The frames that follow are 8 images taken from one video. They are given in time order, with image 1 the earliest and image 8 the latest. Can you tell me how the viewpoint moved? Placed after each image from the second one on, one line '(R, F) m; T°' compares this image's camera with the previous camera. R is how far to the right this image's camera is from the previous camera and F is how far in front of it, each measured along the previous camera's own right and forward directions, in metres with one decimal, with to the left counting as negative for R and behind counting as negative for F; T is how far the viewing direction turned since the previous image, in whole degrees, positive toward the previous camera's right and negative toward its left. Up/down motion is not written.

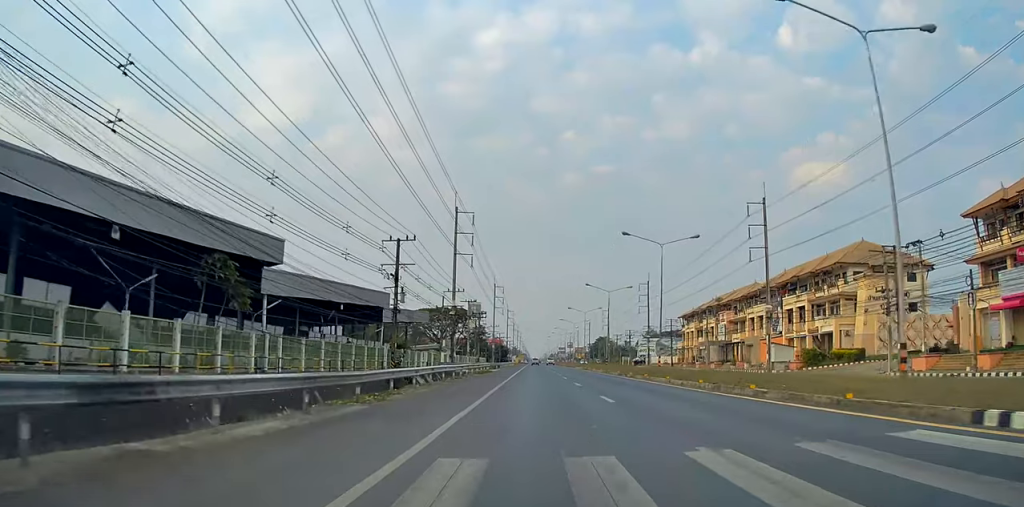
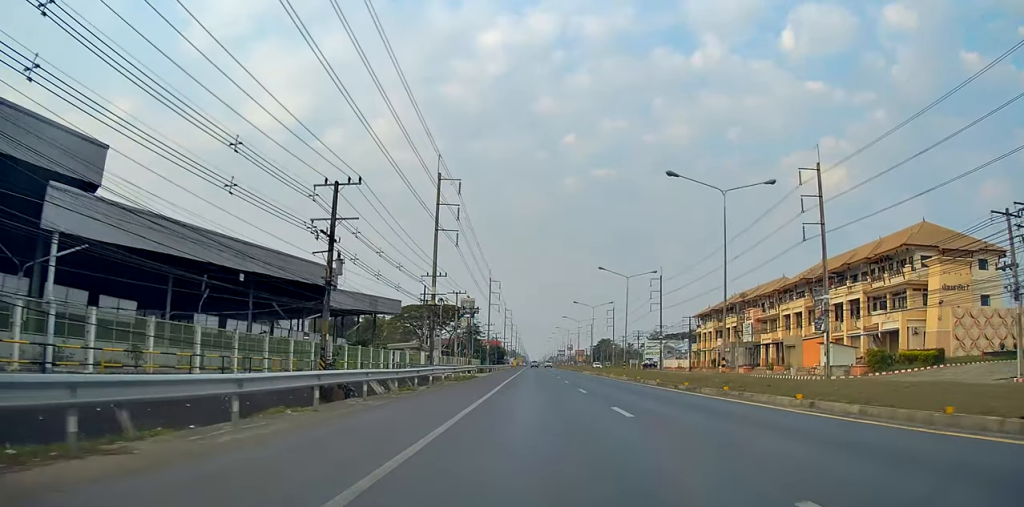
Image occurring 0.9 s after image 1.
(-0.1, +15.8) m; 0°
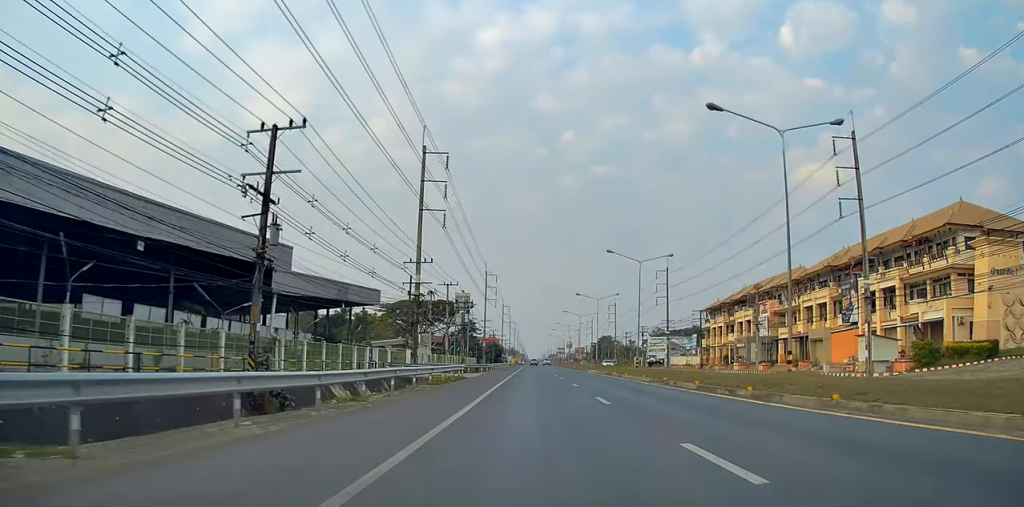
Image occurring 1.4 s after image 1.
(0.0, +8.2) m; 0°
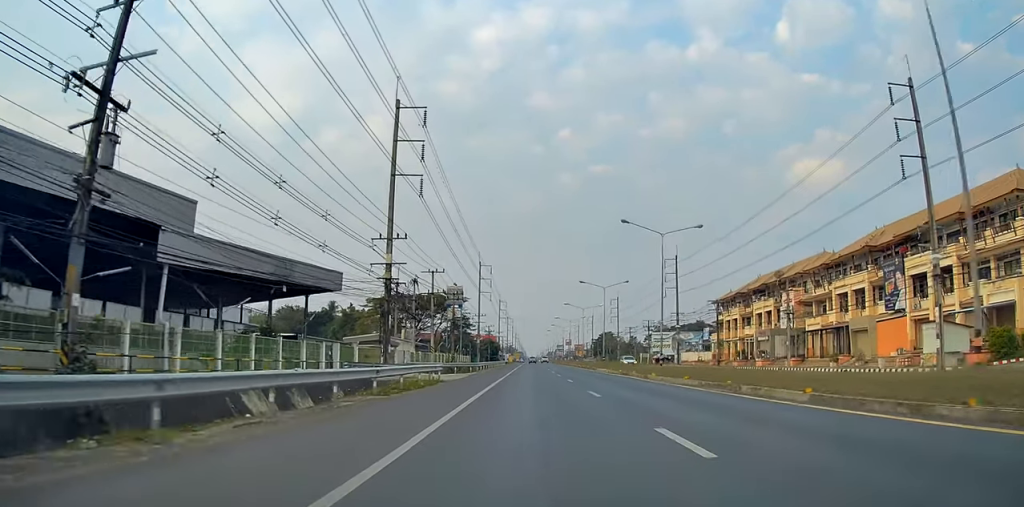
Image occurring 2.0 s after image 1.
(0.0, +10.6) m; 0°
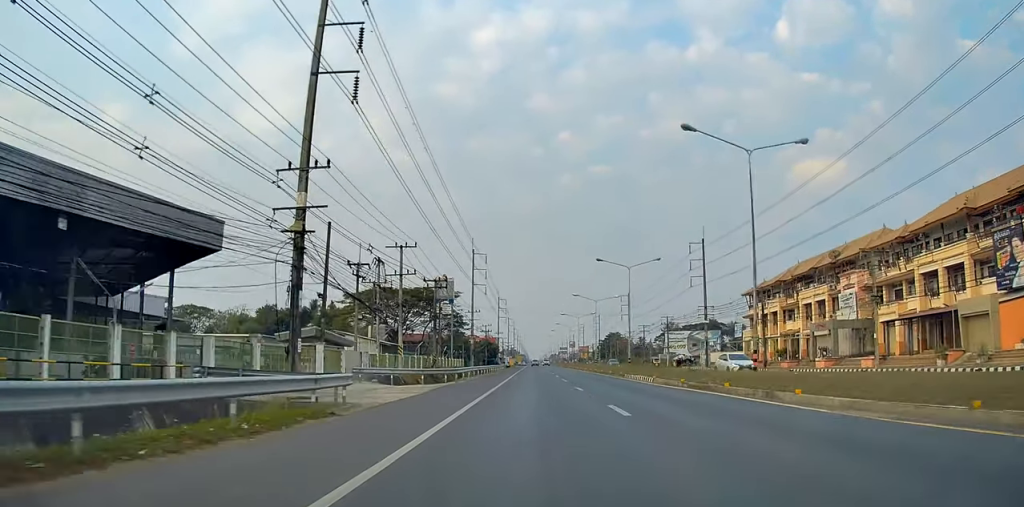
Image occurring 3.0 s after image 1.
(0.0, +18.2) m; 0°
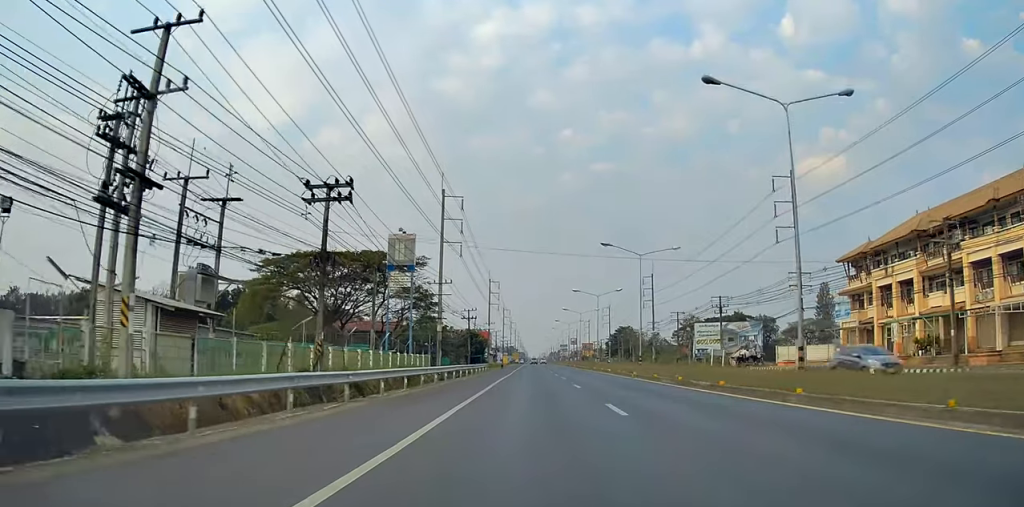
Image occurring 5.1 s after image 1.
(+0.3, +37.2) m; 0°
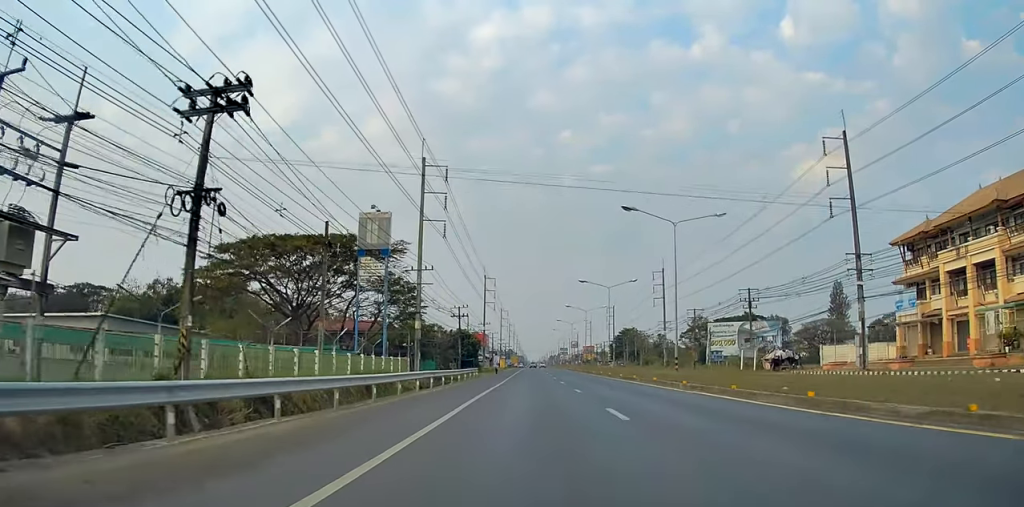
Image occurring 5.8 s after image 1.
(-0.1, +13.0) m; -1°
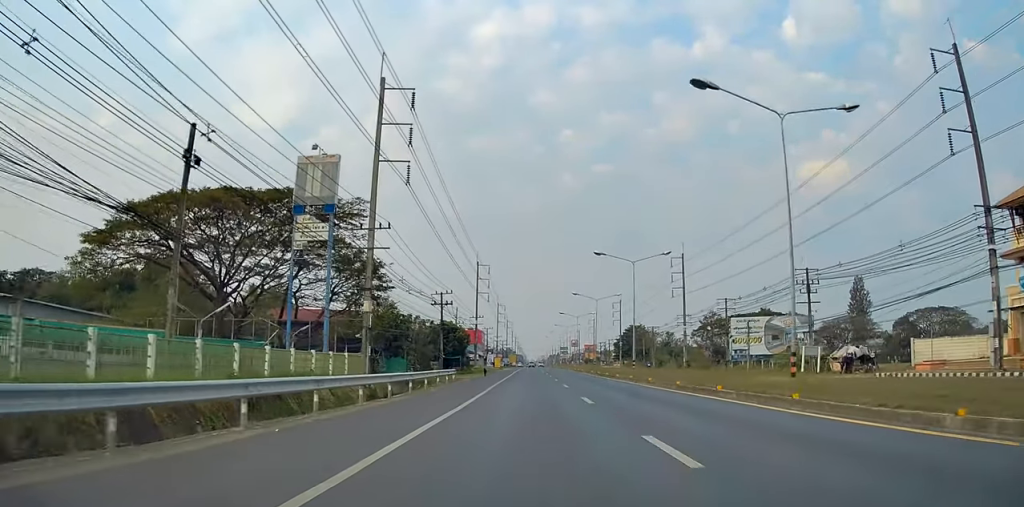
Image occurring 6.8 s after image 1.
(-0.2, +17.8) m; 0°
